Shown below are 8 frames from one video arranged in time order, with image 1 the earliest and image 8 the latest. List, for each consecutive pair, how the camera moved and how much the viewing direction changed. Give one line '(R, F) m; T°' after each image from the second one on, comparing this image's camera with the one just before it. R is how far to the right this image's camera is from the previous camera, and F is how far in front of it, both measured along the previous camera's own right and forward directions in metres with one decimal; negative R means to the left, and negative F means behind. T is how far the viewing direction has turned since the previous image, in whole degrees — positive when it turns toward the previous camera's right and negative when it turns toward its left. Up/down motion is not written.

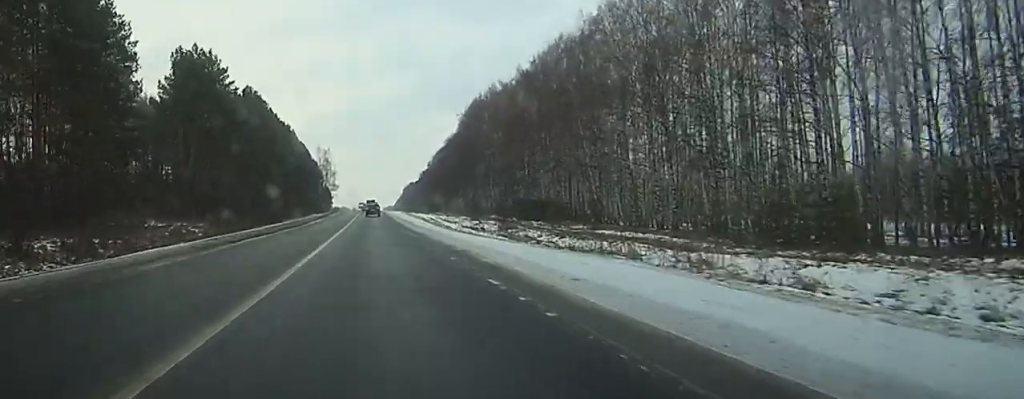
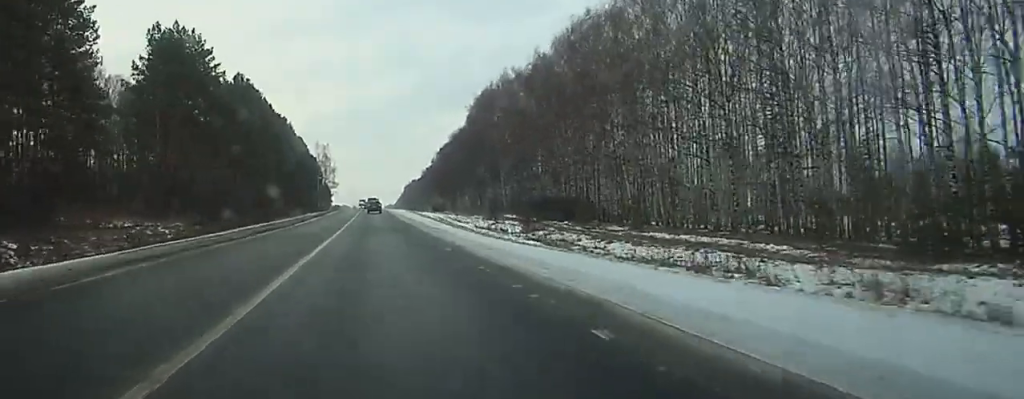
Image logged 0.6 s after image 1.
(0.0, +13.6) m; 0°
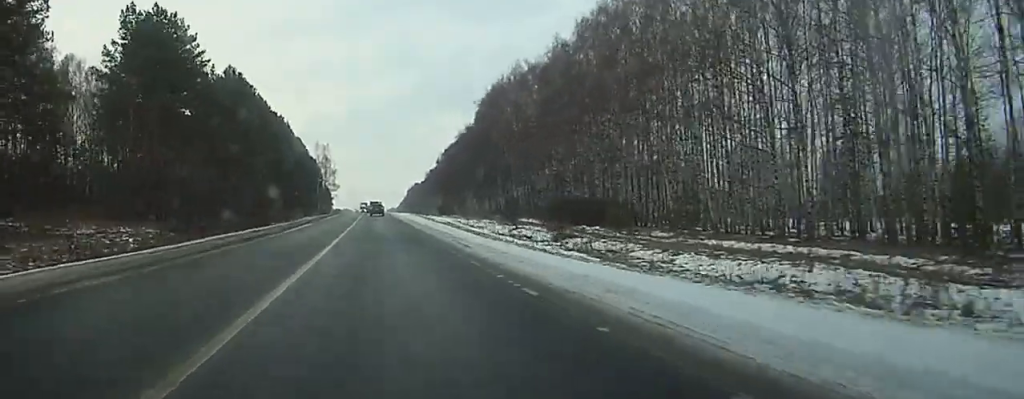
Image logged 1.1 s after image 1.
(0.0, +11.9) m; 0°
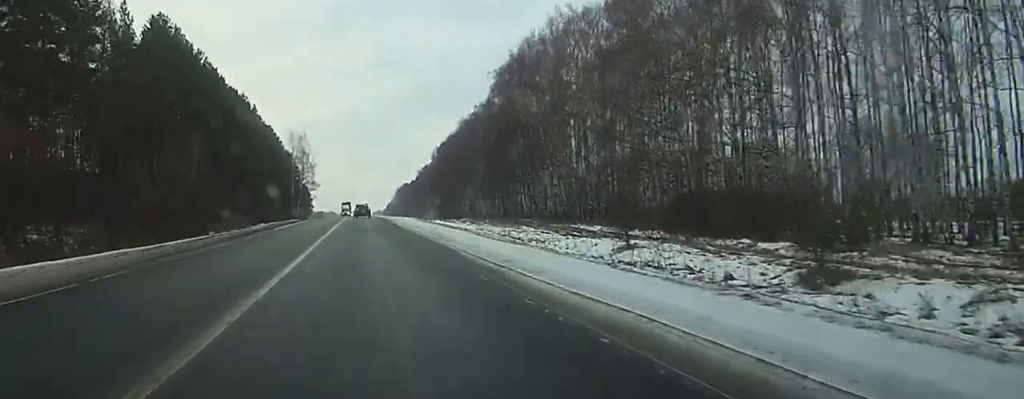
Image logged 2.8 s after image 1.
(+0.1, +39.7) m; 0°
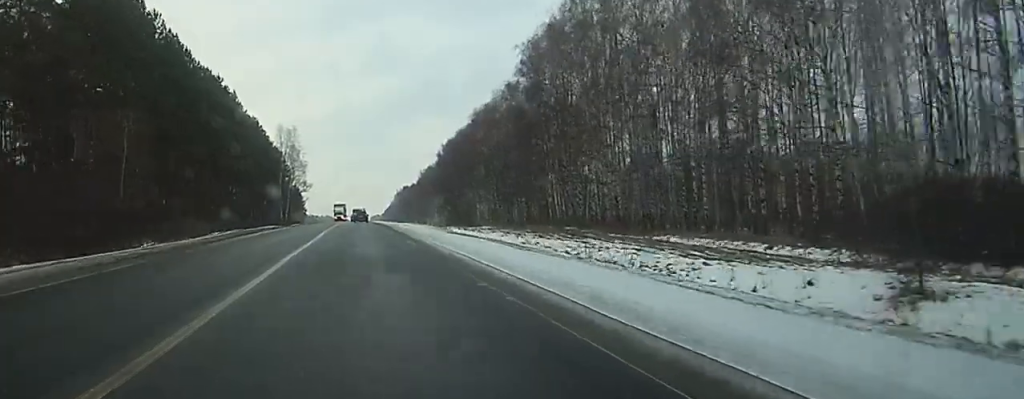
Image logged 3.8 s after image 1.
(-0.2, +24.1) m; 0°
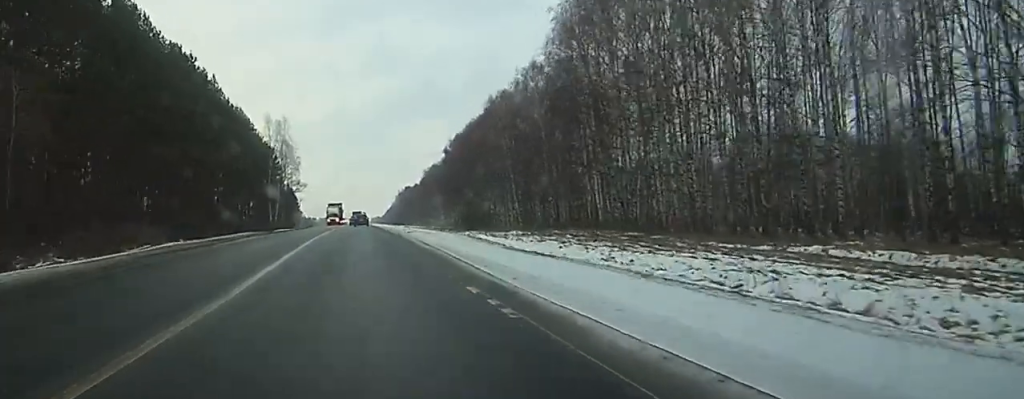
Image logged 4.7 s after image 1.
(0.0, +19.2) m; 0°
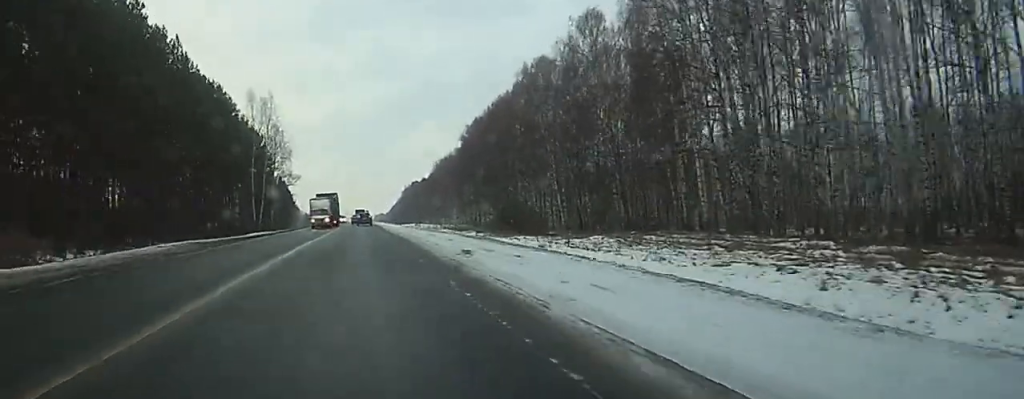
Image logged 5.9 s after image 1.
(0.0, +29.5) m; 0°
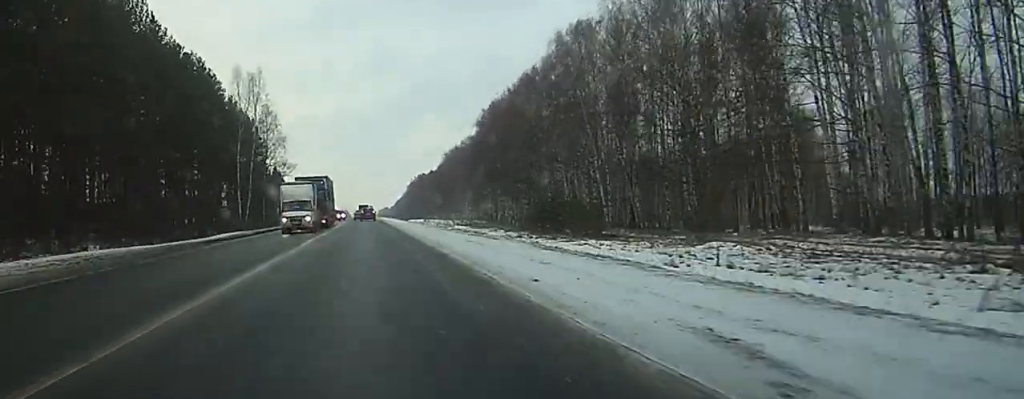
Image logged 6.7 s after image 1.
(+0.1, +22.8) m; 0°
